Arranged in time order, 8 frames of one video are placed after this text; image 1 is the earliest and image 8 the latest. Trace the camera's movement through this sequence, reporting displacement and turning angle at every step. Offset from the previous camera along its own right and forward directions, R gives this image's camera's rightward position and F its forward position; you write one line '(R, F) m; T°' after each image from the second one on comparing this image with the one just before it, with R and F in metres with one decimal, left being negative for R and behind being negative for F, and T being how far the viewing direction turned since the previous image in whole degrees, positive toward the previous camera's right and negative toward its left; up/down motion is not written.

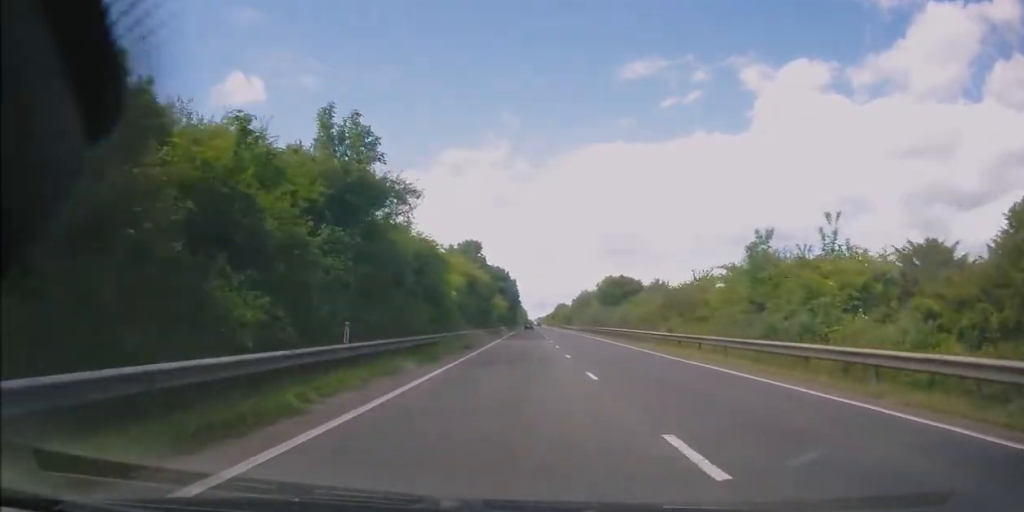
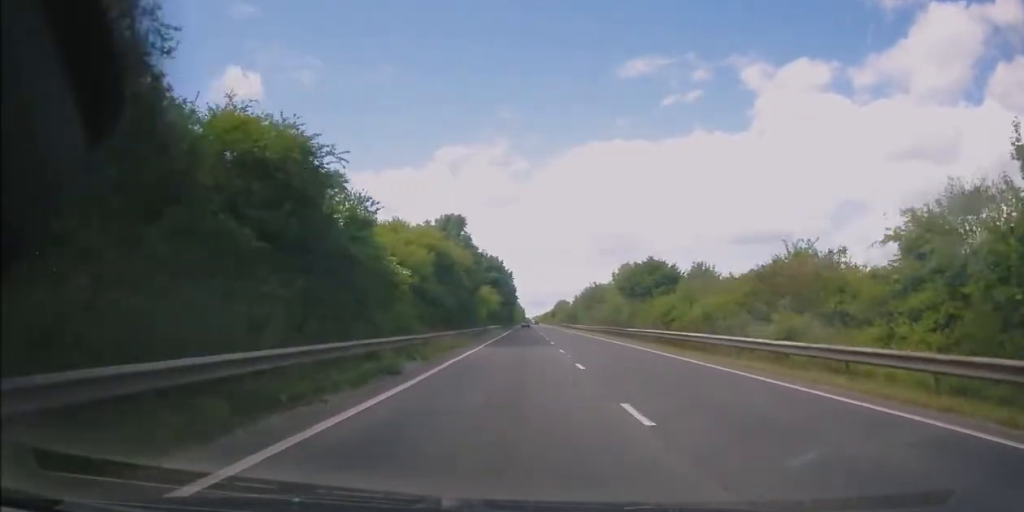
(+0.2, +14.9) m; 0°
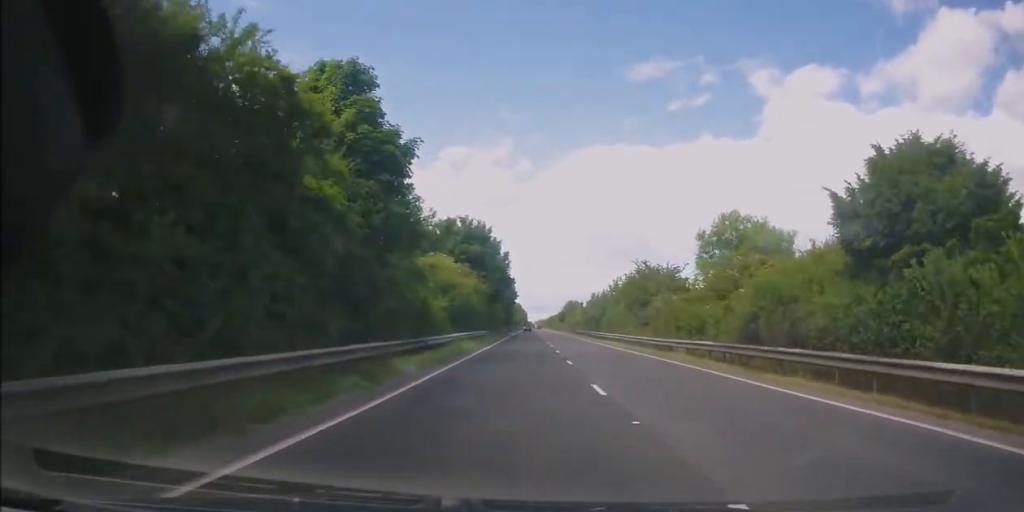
(-0.2, +31.4) m; -1°
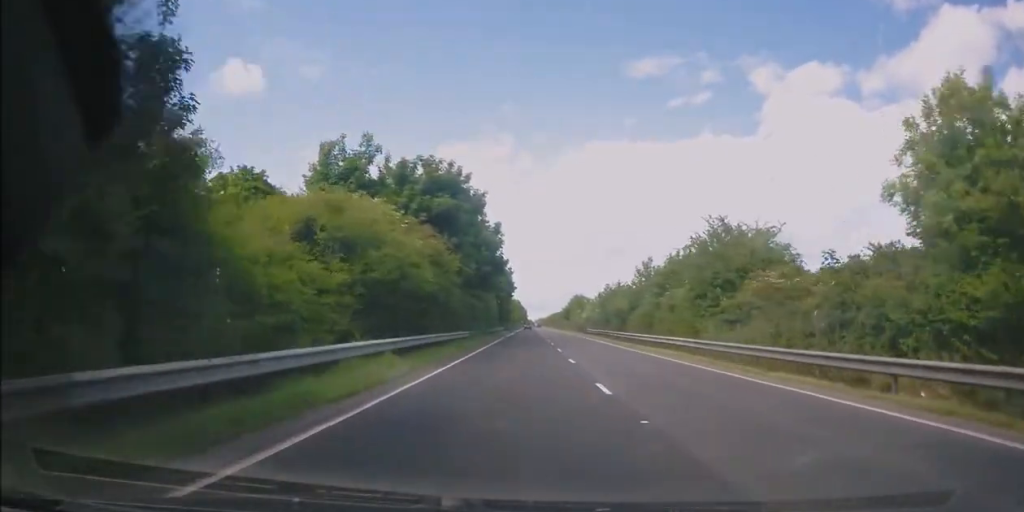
(-0.2, +18.4) m; 0°
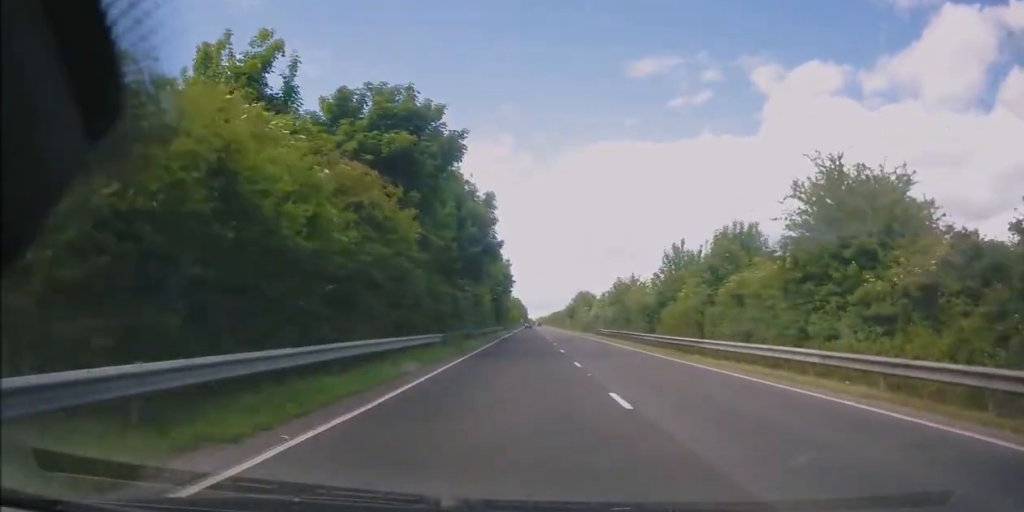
(+0.1, +10.9) m; 0°
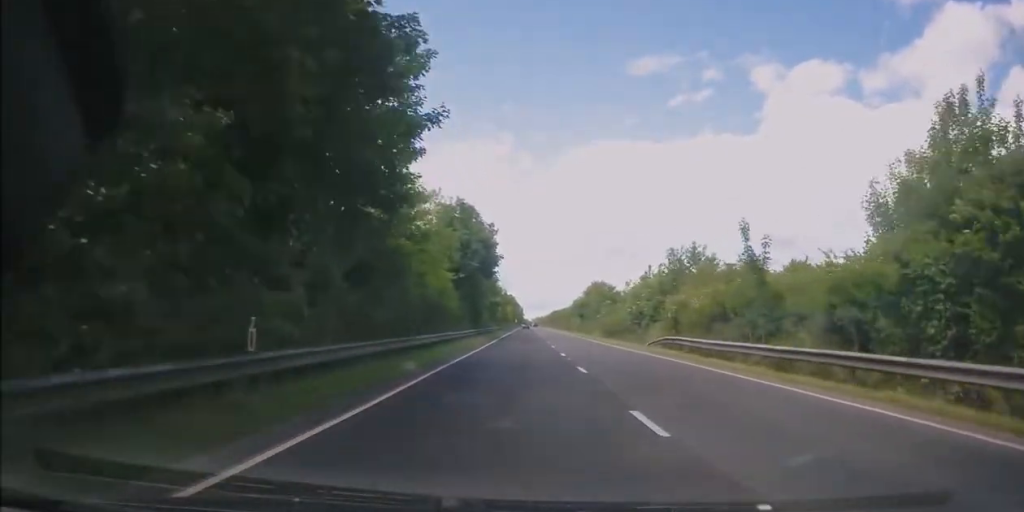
(+0.2, +29.4) m; 0°
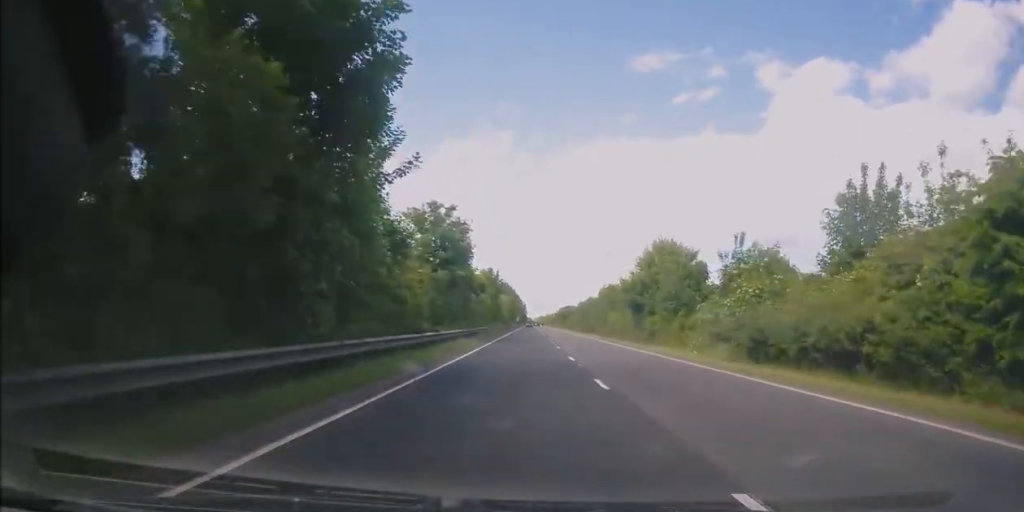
(-0.3, +40.3) m; -1°
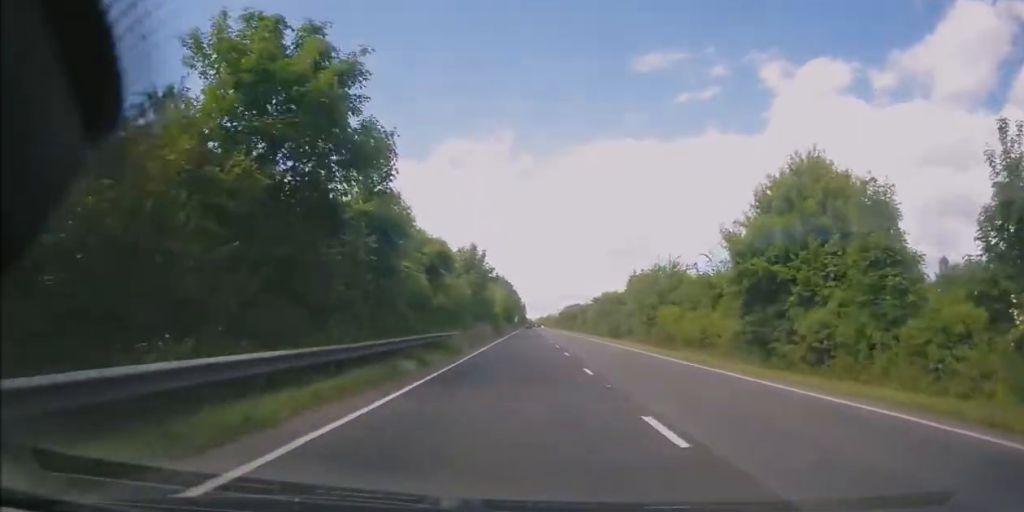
(-0.3, +23.5) m; 0°
